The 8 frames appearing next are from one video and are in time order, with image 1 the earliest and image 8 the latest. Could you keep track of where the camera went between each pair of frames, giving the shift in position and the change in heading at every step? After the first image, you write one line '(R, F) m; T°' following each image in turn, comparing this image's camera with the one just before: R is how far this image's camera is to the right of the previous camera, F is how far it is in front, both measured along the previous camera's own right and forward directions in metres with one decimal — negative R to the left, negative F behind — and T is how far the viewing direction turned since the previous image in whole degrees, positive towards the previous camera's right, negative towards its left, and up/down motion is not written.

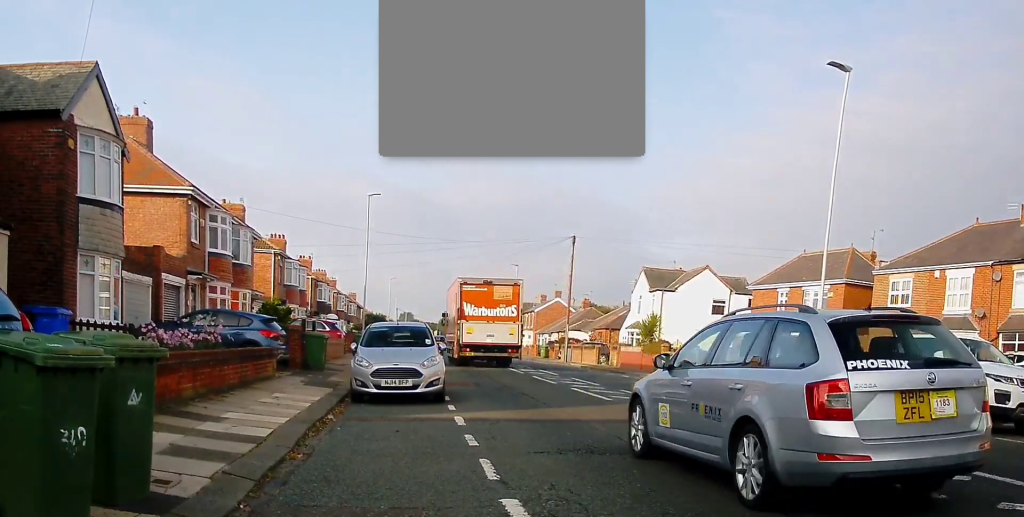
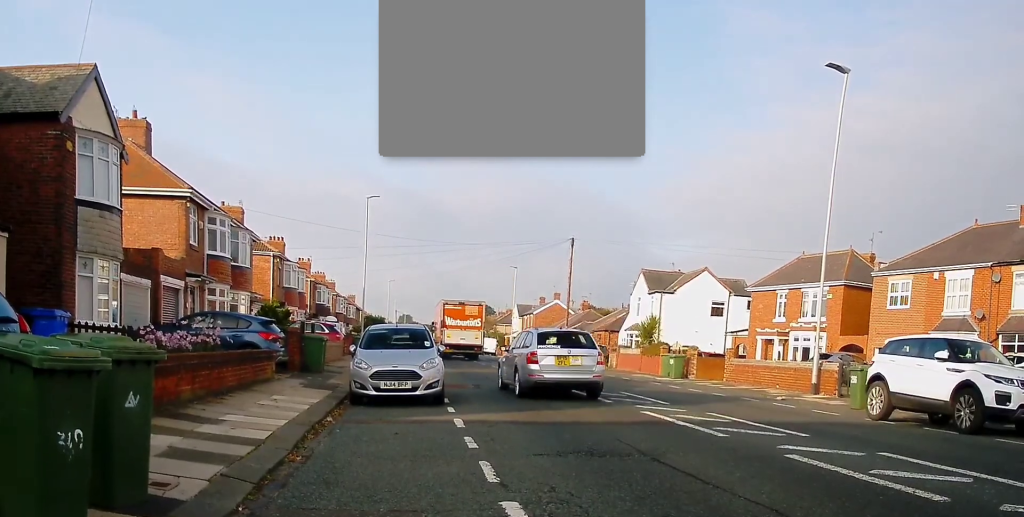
(0.0, 0.0) m; 0°
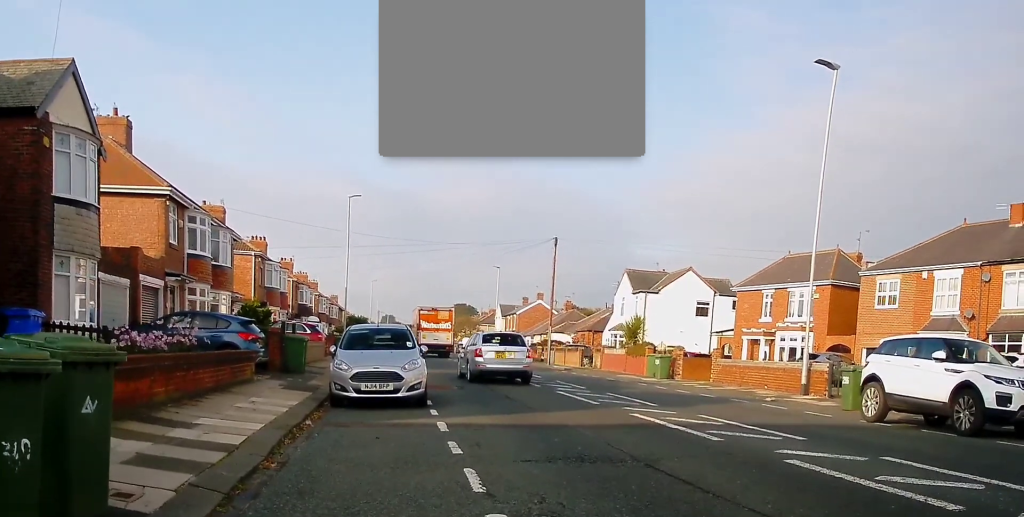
(+0.1, +0.4) m; +2°
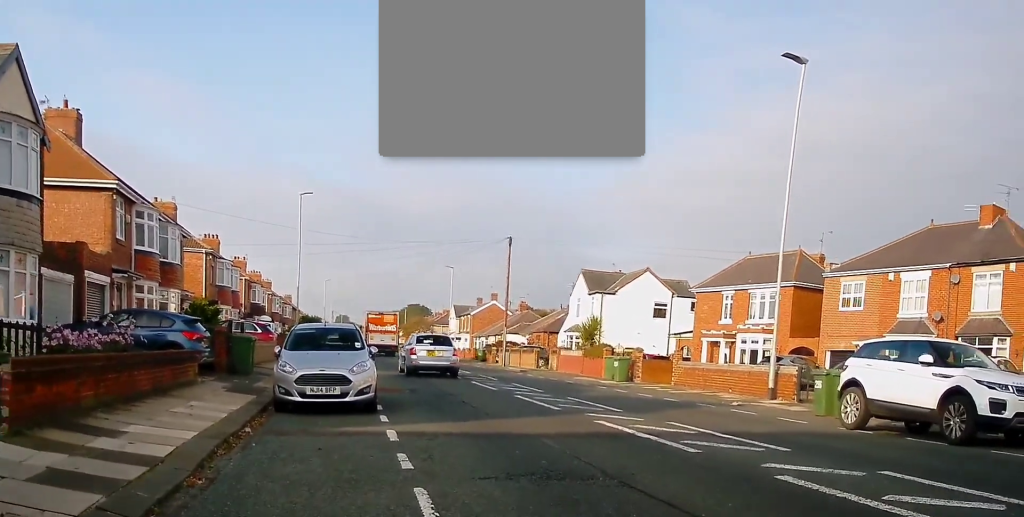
(+0.1, +0.7) m; +2°
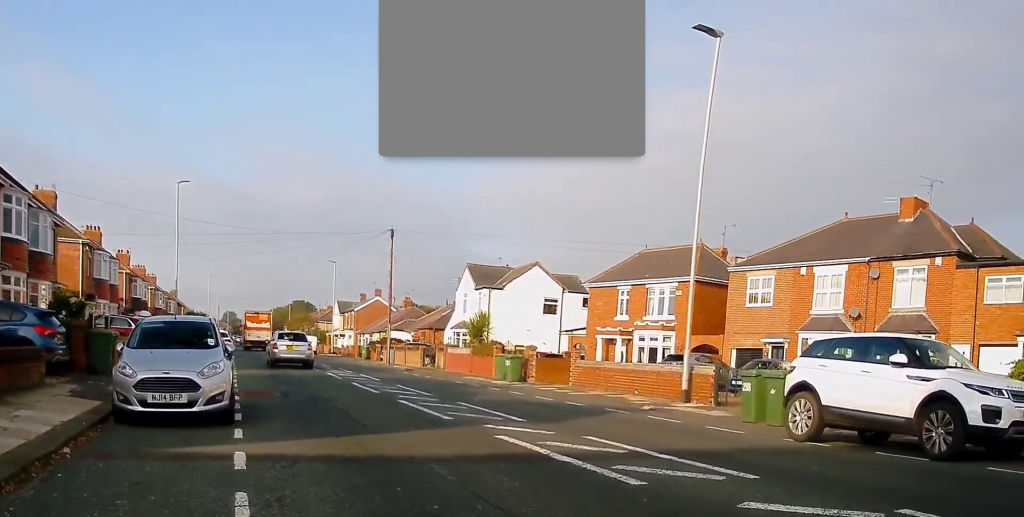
(-0.2, +1.9) m; +2°
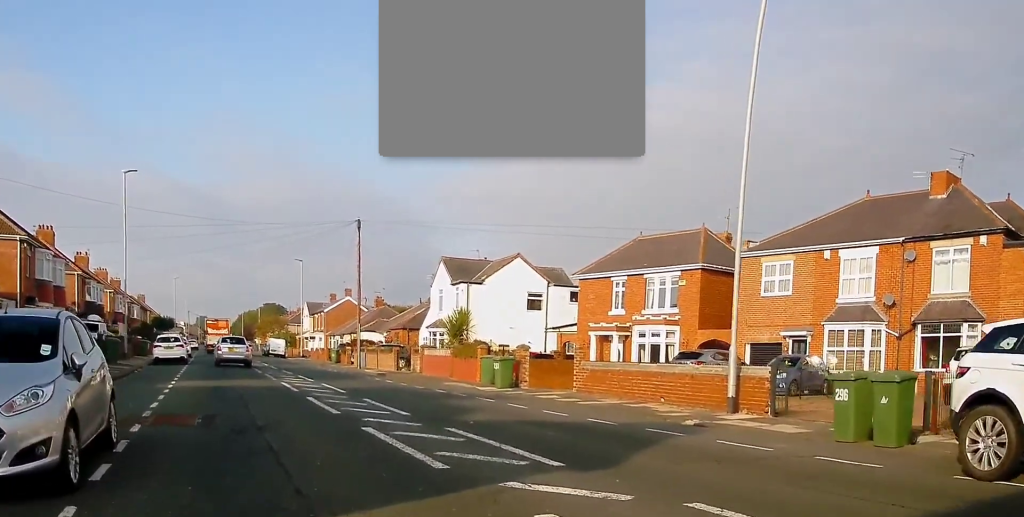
(+0.4, +4.5) m; +4°
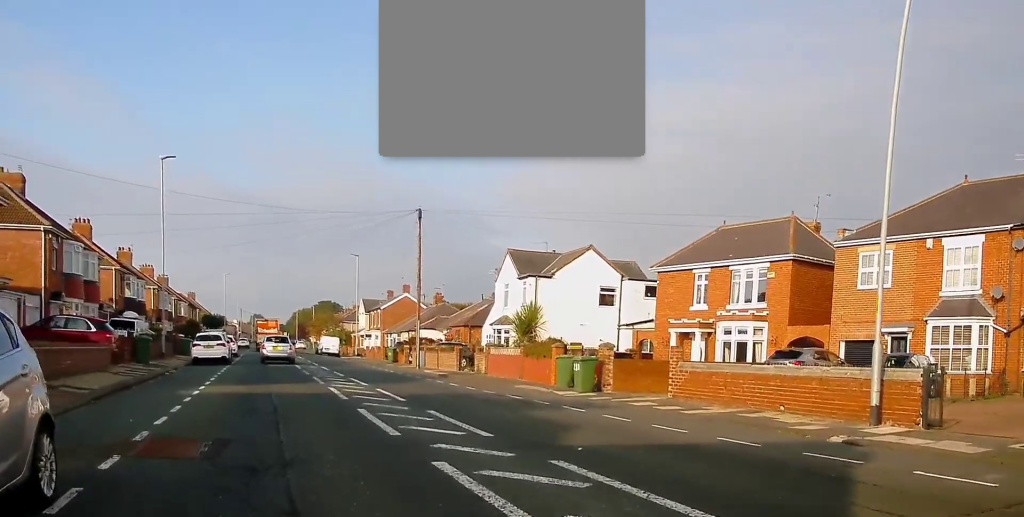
(0.0, +3.1) m; -3°
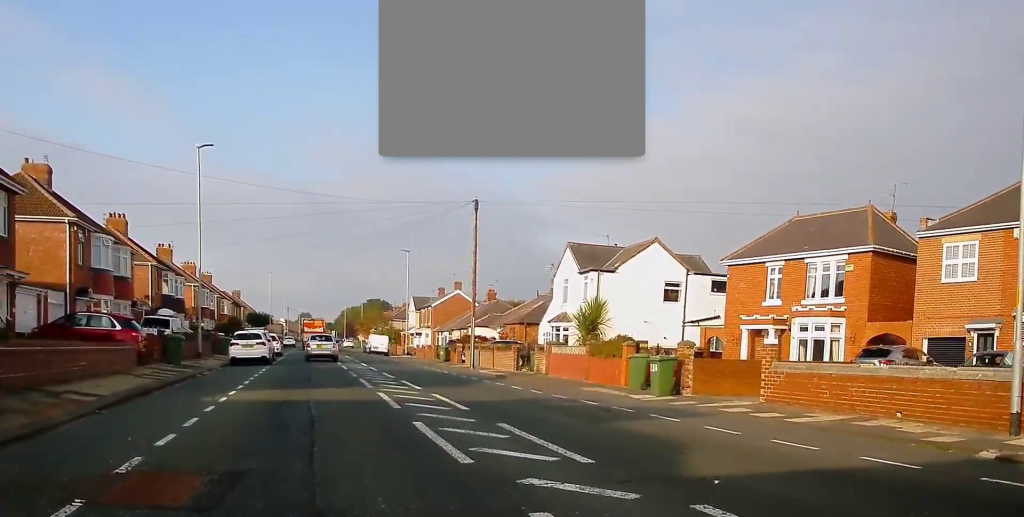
(-0.1, +2.4) m; -2°
